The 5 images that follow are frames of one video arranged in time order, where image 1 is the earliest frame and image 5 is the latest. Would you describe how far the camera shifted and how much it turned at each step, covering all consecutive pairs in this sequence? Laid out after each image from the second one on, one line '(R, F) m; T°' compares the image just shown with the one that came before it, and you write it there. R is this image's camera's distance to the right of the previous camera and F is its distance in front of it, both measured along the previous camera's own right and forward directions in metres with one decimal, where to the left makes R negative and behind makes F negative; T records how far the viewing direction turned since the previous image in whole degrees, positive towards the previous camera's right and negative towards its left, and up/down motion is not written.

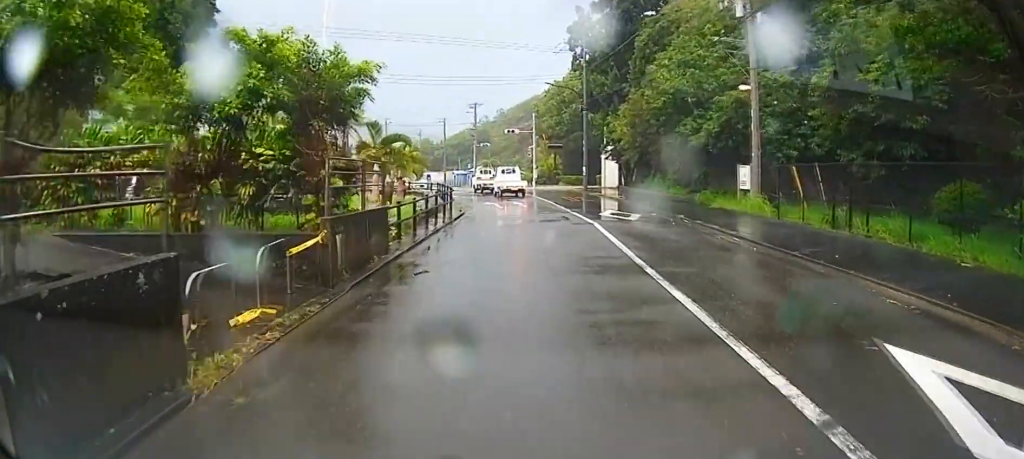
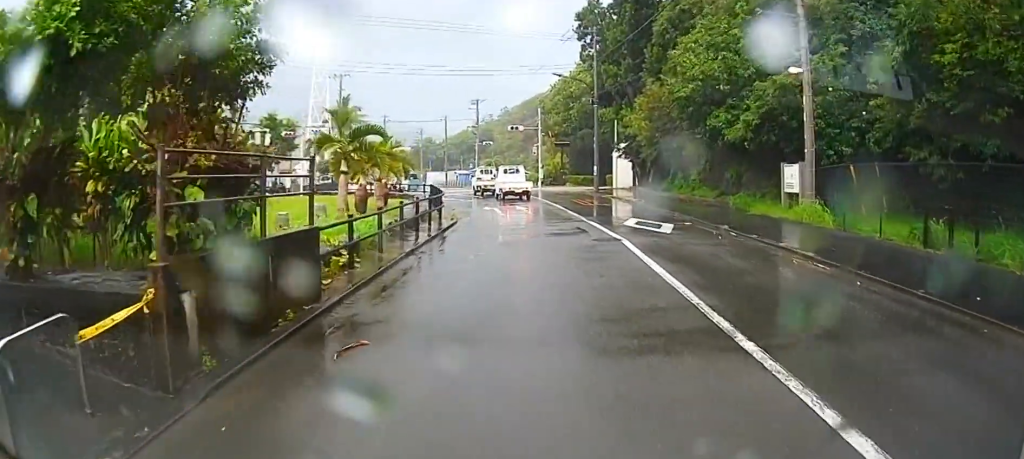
(-0.1, +4.7) m; -1°
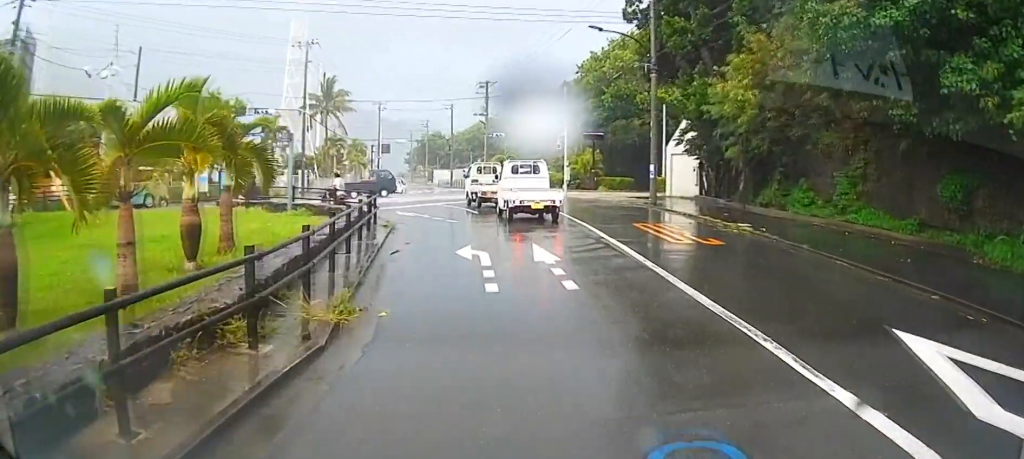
(-0.7, +16.6) m; -3°
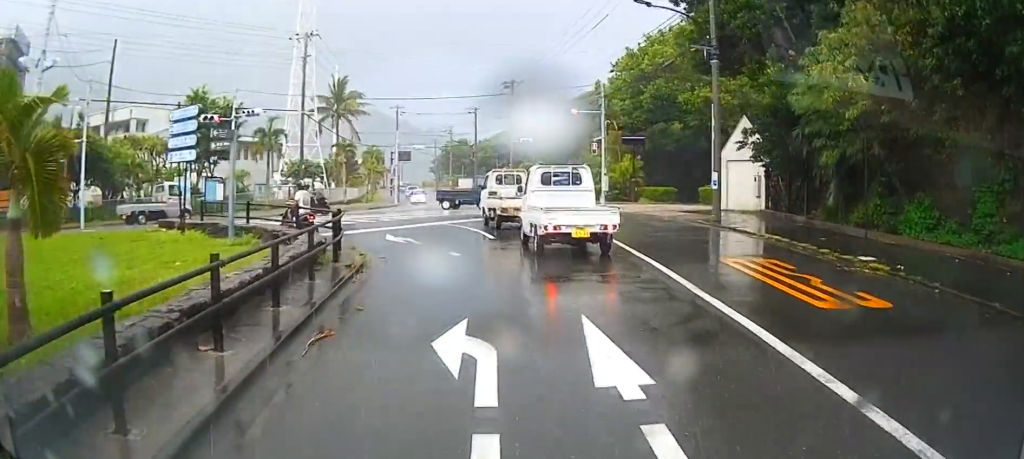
(+0.1, +7.5) m; 0°
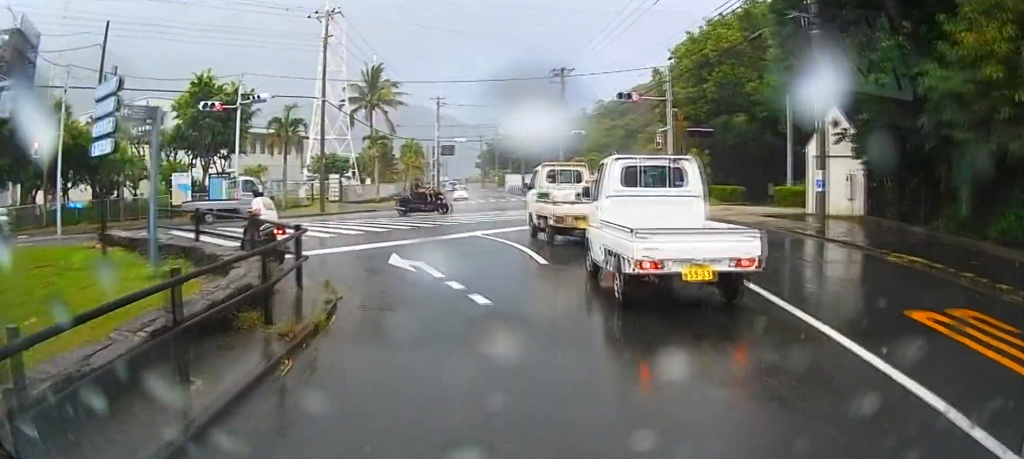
(-0.1, +6.7) m; -3°
